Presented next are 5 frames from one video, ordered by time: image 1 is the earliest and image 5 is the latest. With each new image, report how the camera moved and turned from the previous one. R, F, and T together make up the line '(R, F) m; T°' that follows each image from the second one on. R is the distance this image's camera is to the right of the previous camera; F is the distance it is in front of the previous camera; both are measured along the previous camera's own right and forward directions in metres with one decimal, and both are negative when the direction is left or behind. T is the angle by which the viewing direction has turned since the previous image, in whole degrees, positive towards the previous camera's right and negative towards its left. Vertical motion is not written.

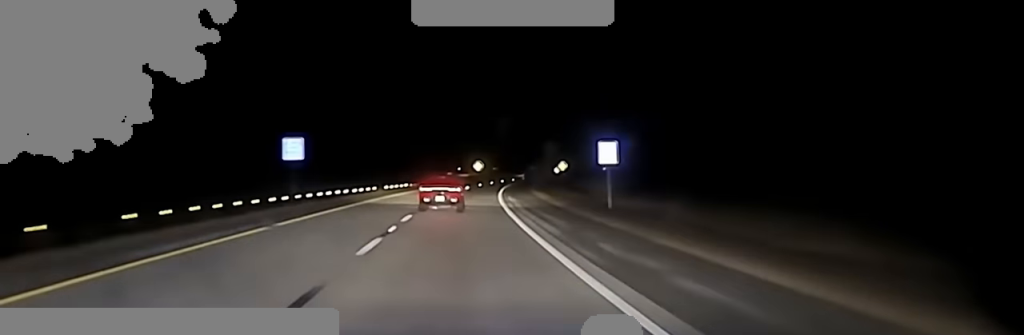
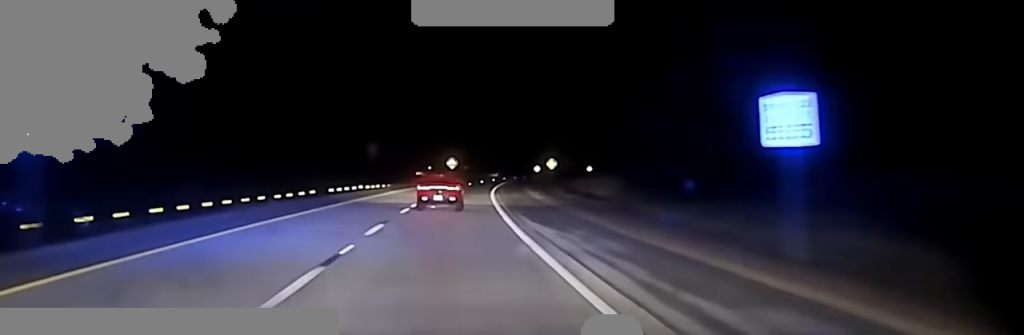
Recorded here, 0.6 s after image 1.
(+0.5, +28.7) m; +2°
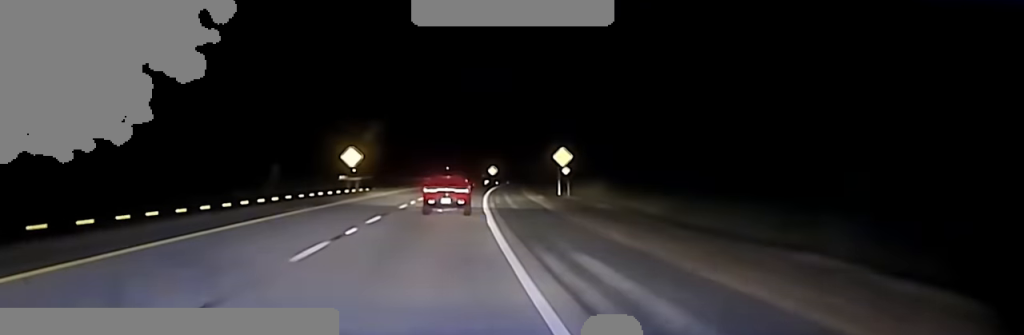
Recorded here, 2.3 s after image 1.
(+3.3, +83.9) m; +4°
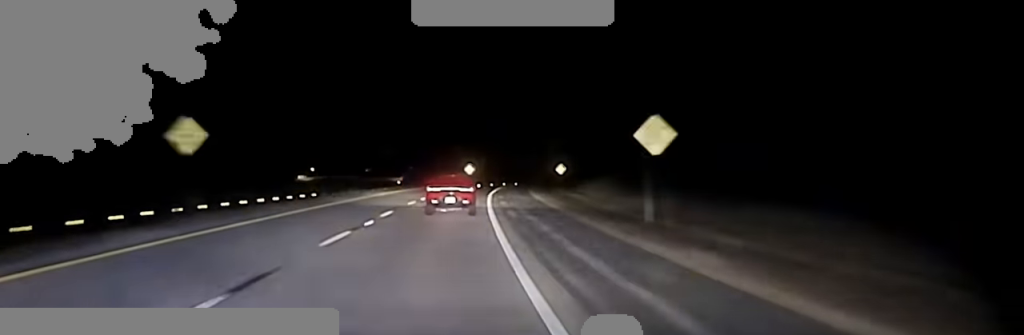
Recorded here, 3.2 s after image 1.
(+0.2, +50.7) m; +1°
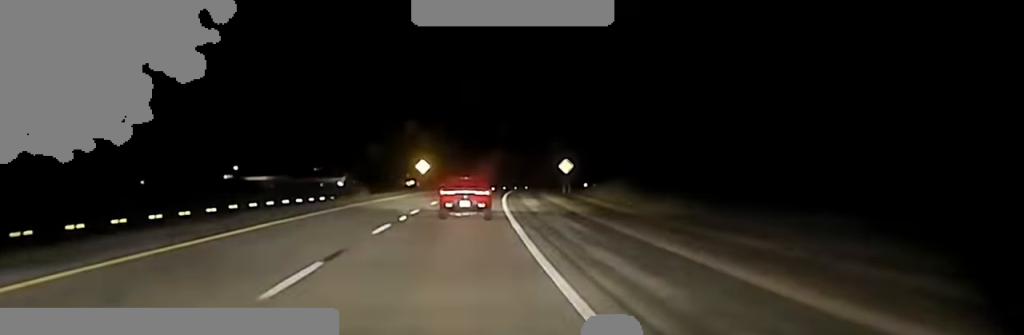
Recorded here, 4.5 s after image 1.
(+2.8, +73.2) m; +4°
